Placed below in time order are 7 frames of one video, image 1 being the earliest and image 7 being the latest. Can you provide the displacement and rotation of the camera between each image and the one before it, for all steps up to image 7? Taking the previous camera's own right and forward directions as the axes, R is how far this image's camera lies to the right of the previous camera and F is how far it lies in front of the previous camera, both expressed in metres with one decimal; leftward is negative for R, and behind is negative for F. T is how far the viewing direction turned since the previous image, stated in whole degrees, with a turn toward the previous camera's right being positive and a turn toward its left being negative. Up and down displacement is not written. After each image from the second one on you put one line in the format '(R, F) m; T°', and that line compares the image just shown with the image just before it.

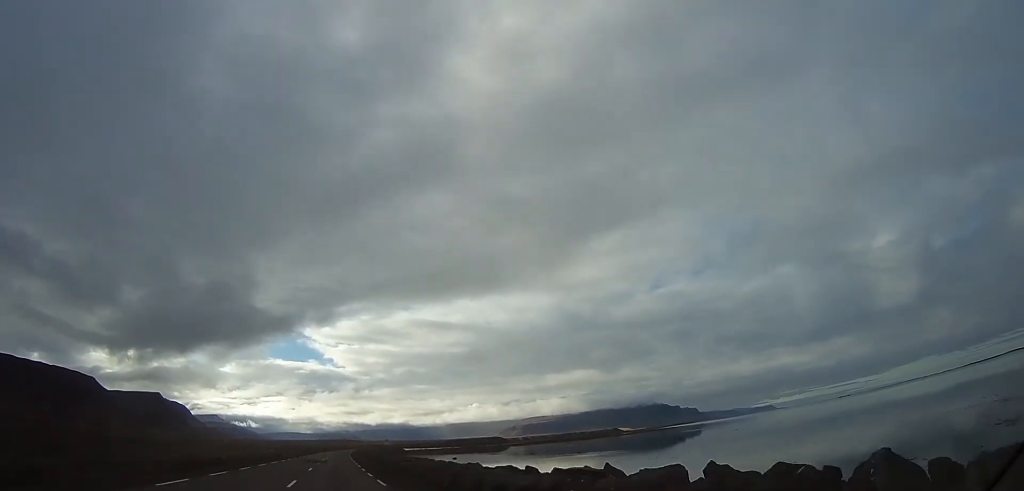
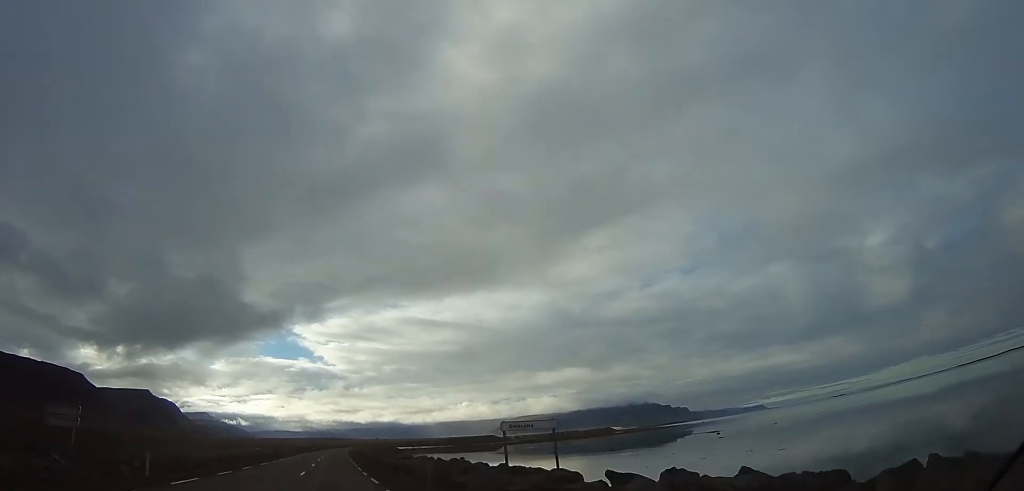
(+1.3, +40.3) m; +3°
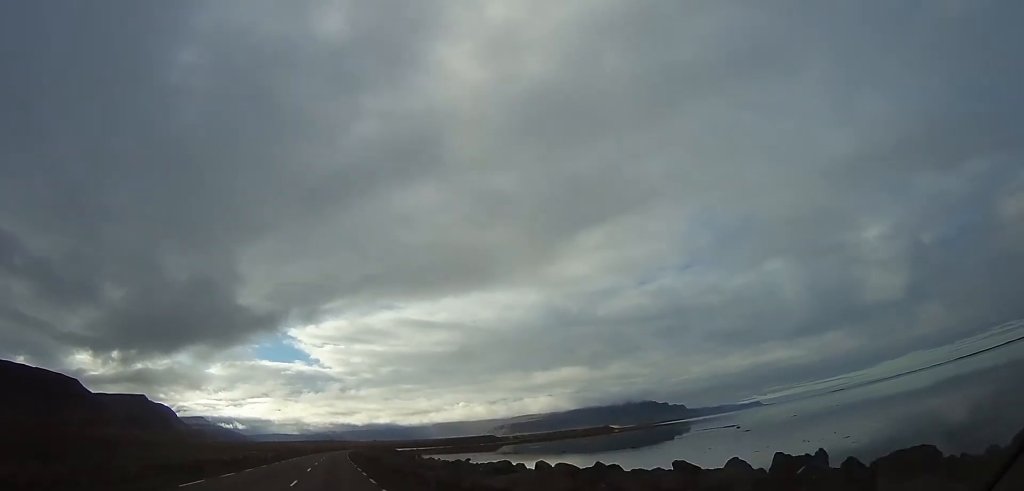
(+0.2, +17.1) m; +1°
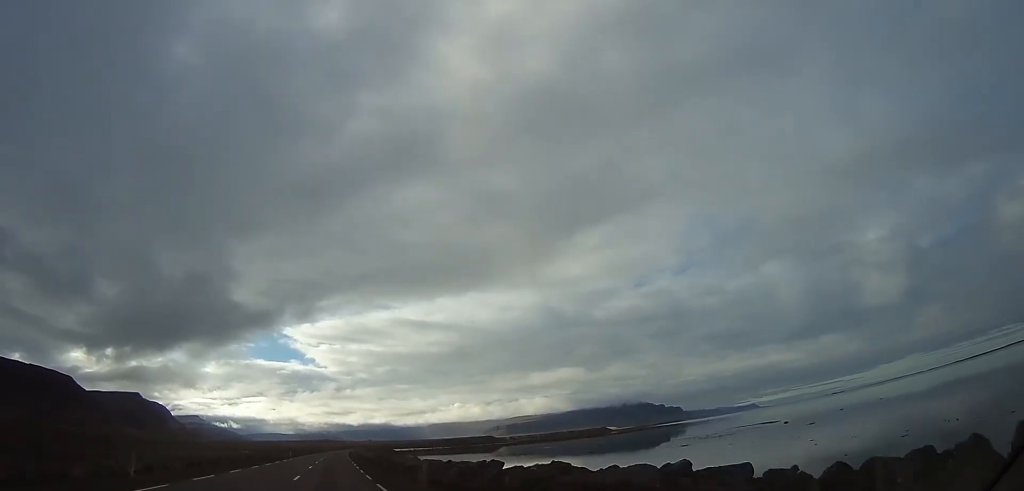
(+0.2, +33.9) m; 0°
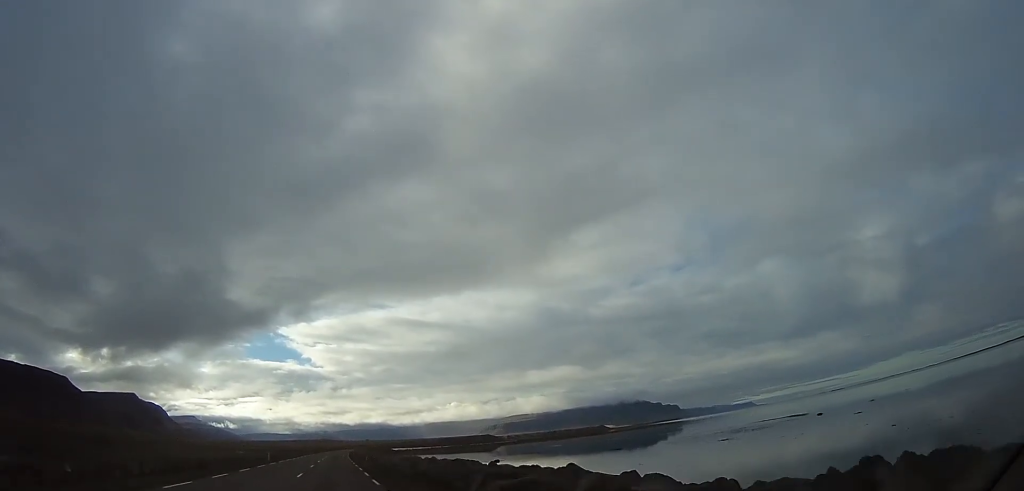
(0.0, +21.1) m; +1°
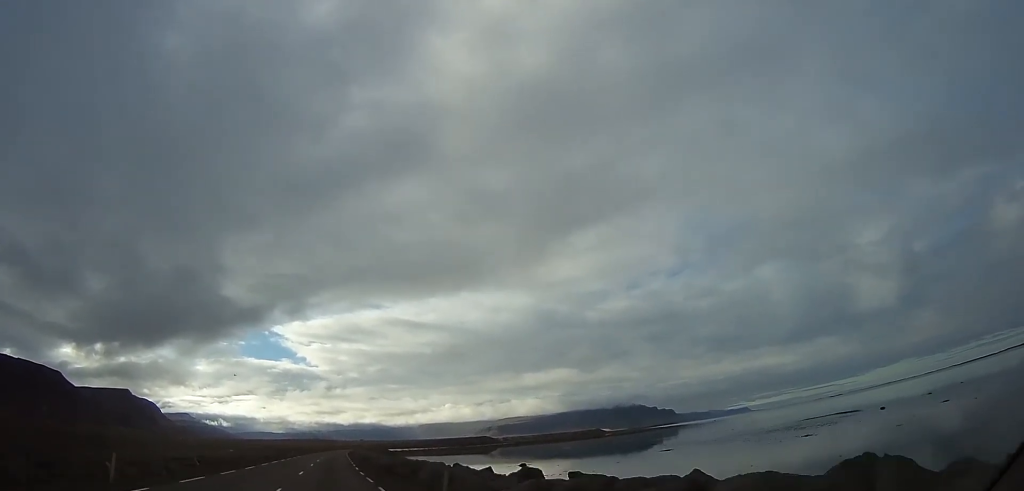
(+0.4, +33.9) m; +1°
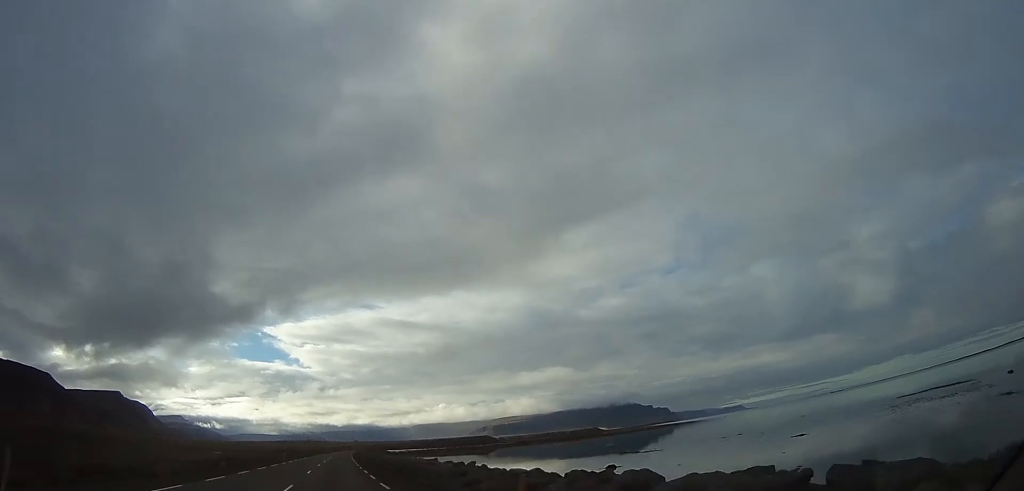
(-0.3, +57.5) m; 0°
